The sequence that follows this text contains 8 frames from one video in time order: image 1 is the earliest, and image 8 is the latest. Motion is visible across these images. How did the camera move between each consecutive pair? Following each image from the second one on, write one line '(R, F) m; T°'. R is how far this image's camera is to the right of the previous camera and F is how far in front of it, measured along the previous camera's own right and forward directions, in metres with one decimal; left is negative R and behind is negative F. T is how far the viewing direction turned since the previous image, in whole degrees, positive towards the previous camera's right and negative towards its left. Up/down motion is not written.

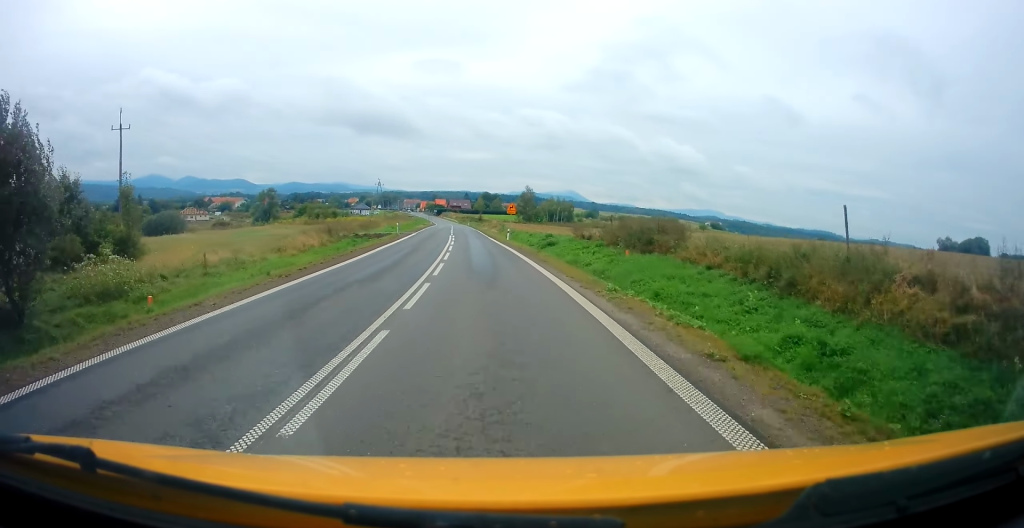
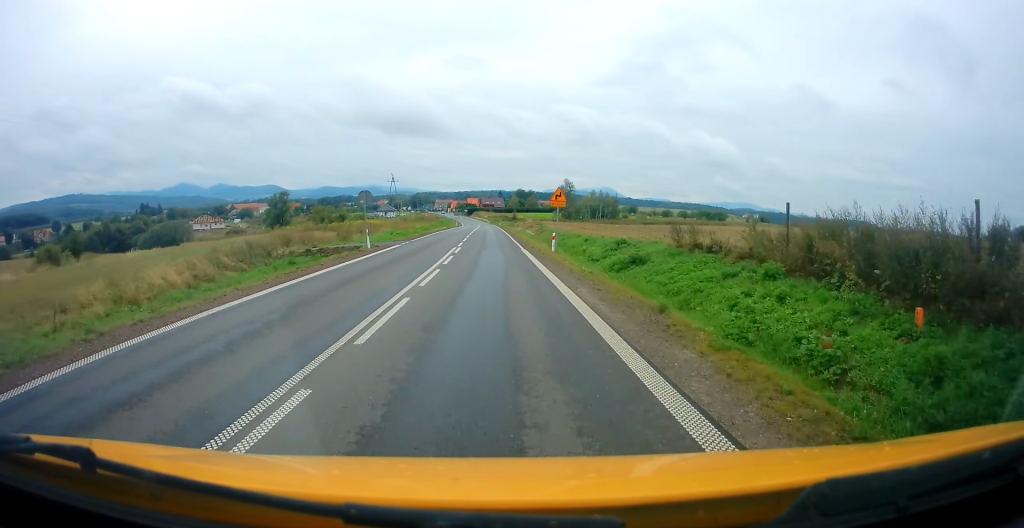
(-1.0, +20.4) m; -4°
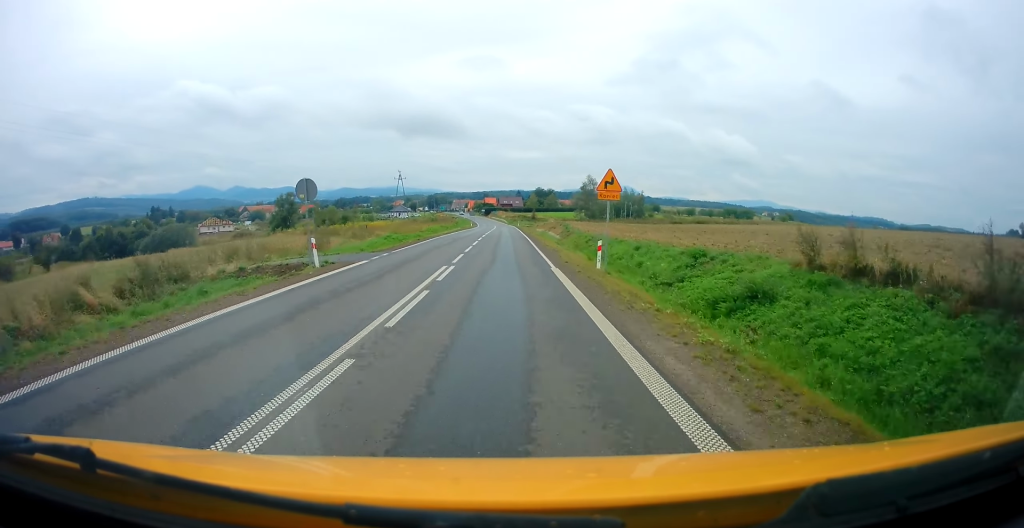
(-0.1, +10.5) m; -1°
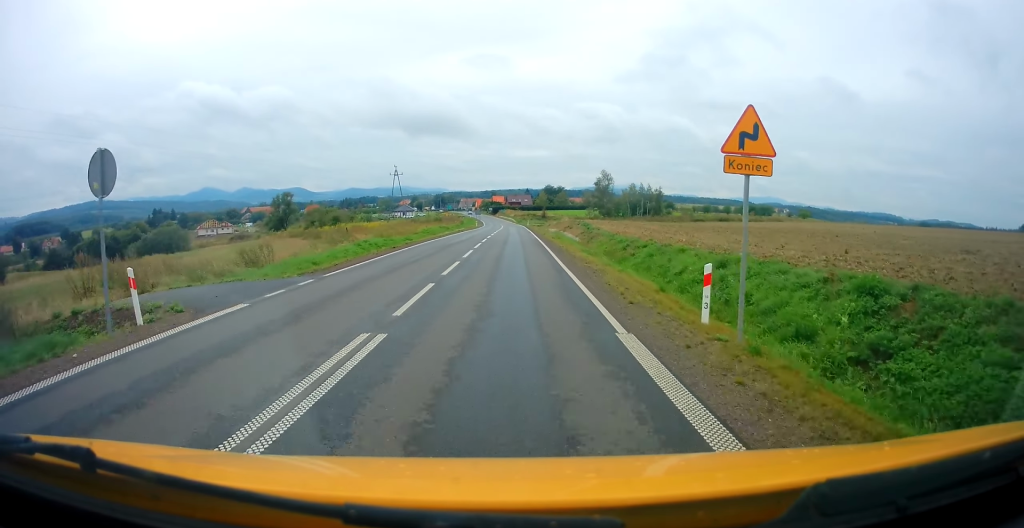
(0.0, +10.5) m; 0°
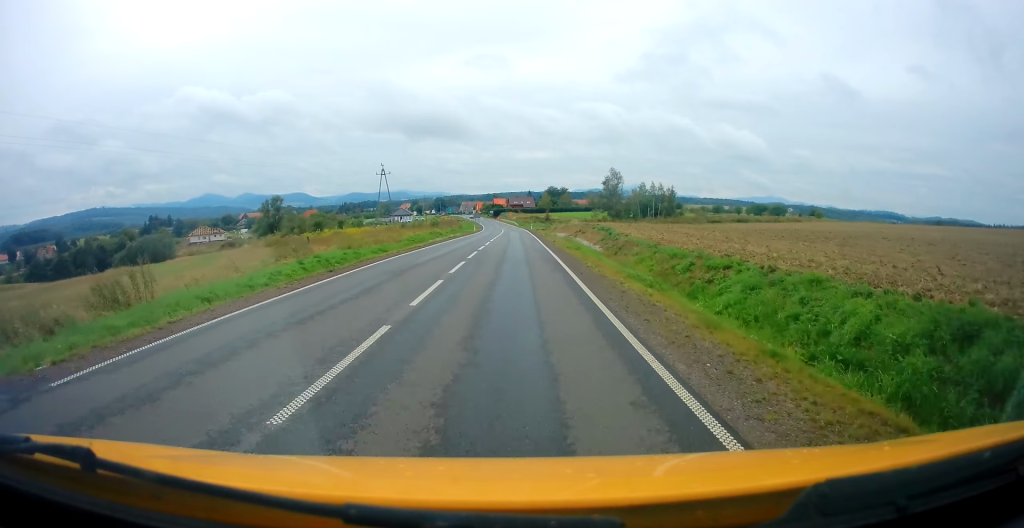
(0.0, +10.4) m; 0°
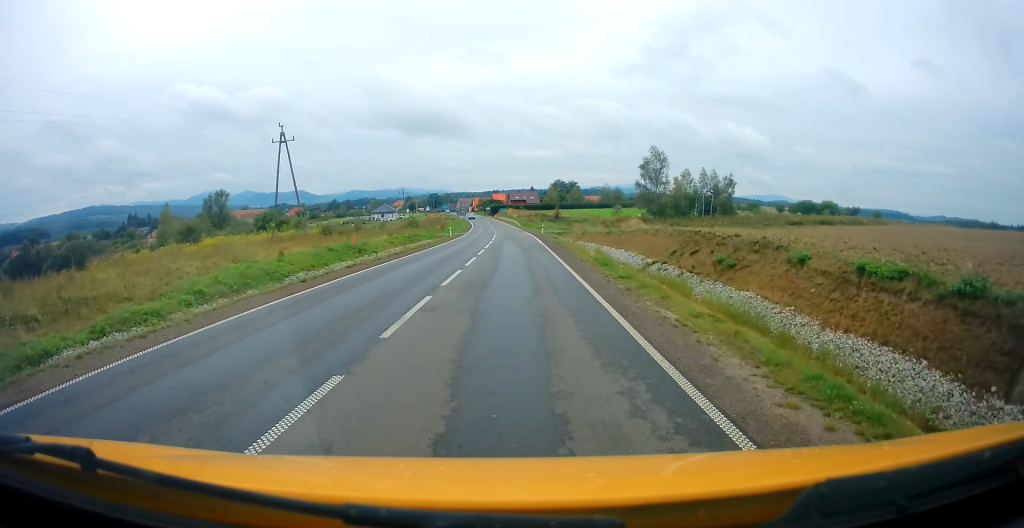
(-0.3, +37.5) m; -2°
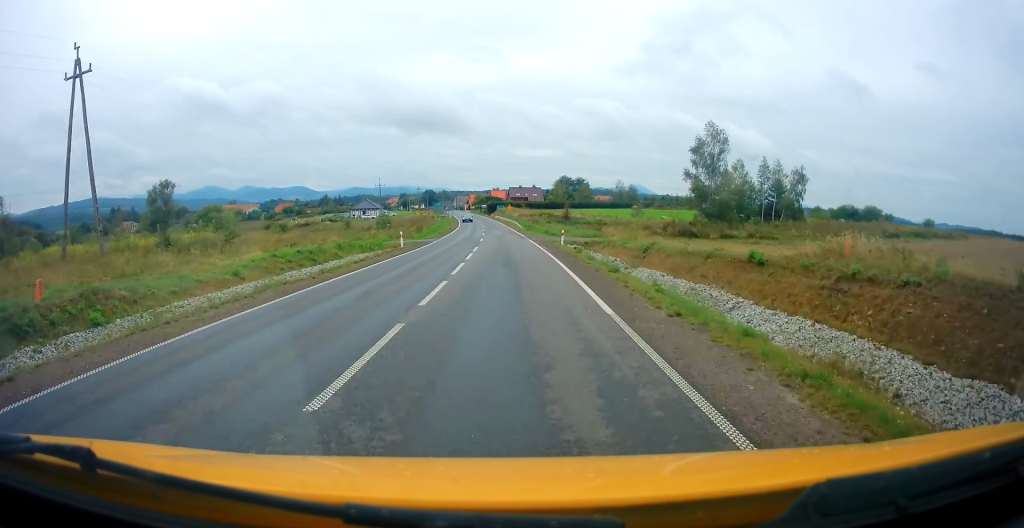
(-0.1, +26.4) m; +1°
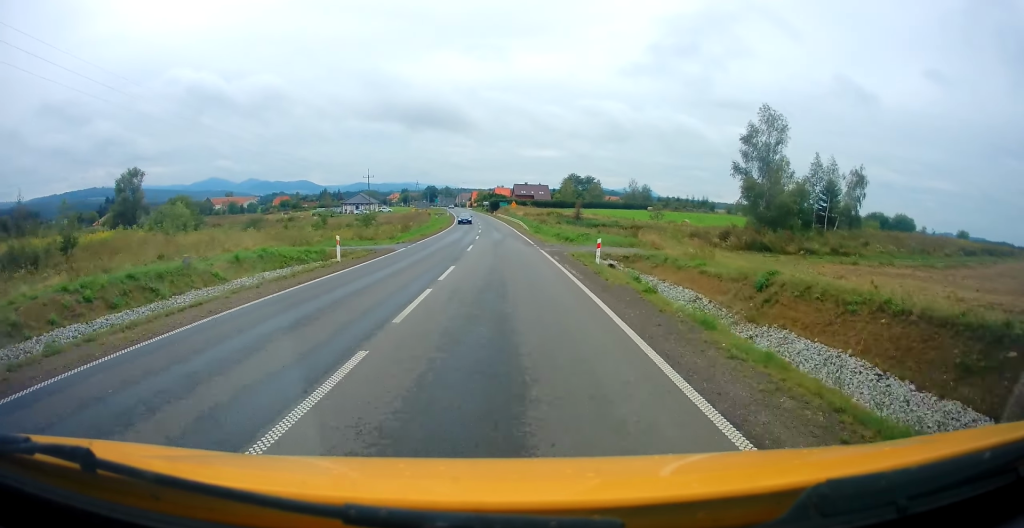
(+0.1, +13.6) m; -1°
